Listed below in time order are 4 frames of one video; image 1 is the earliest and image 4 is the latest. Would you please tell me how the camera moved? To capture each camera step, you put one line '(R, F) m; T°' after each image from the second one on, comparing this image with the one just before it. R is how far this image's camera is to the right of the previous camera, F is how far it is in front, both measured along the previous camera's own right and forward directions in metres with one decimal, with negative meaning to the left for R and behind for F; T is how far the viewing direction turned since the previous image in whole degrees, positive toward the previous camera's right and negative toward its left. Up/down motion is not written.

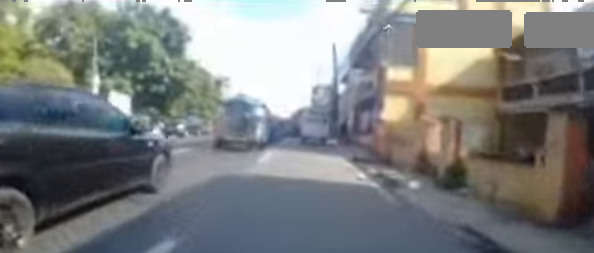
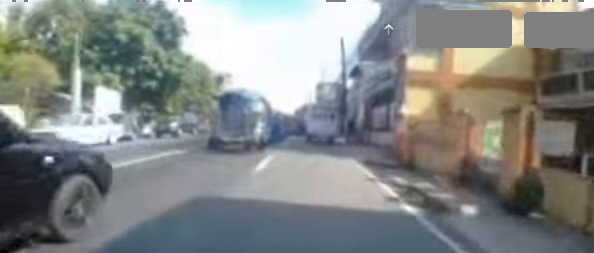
(-0.2, +2.0) m; 0°
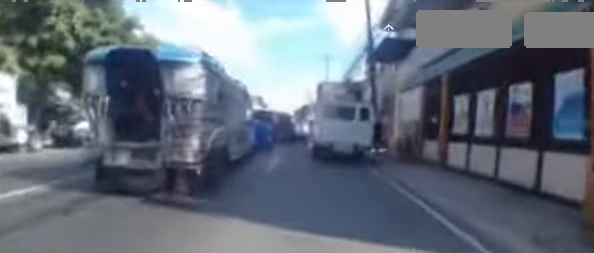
(+0.7, +8.5) m; +6°
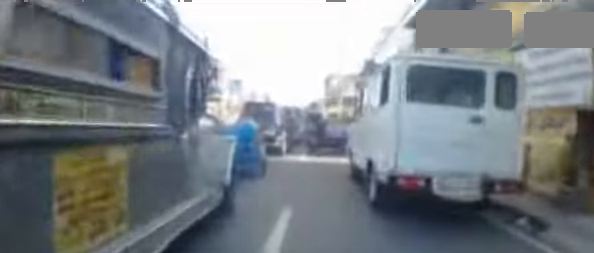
(-0.4, +5.7) m; -8°
